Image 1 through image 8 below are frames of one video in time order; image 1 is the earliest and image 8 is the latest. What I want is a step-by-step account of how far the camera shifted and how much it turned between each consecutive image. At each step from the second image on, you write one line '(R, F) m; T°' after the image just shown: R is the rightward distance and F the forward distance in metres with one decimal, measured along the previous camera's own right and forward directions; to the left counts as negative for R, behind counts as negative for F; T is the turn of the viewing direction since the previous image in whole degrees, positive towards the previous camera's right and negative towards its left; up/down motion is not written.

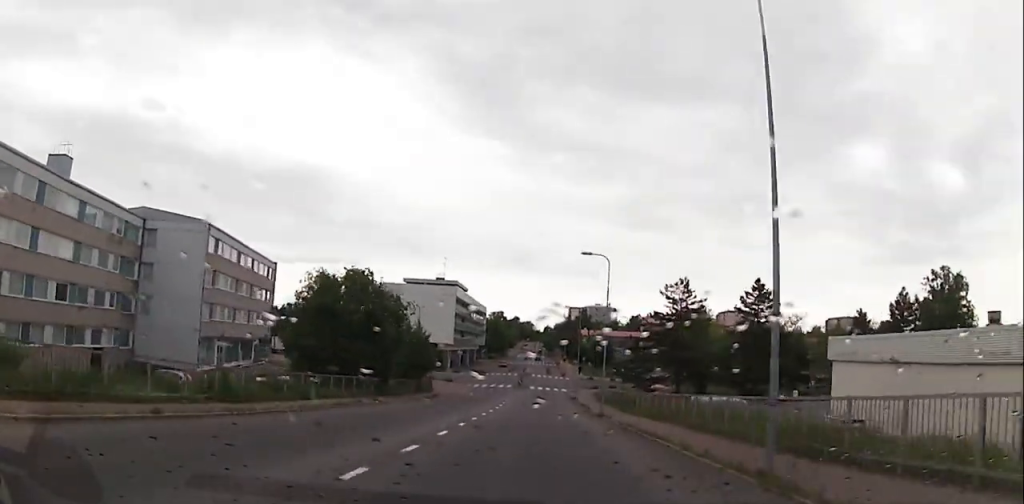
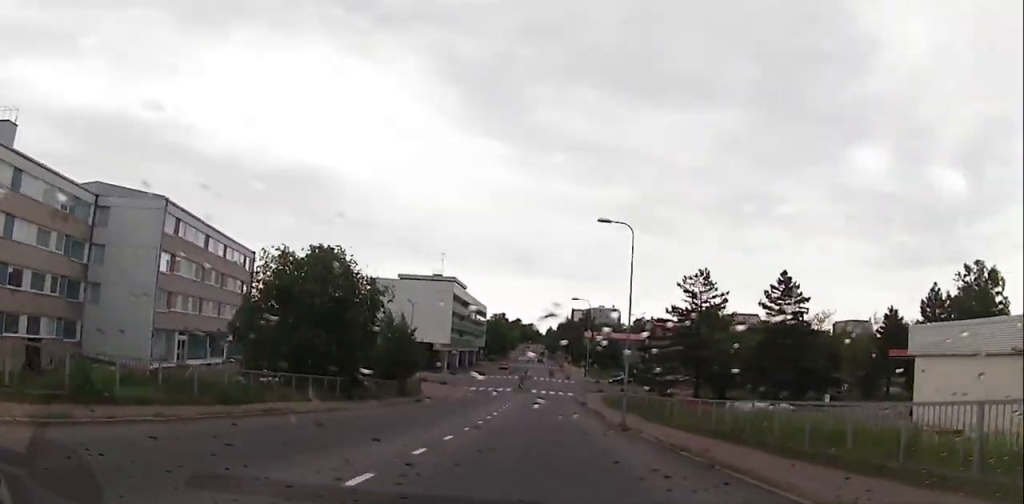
(0.0, +7.8) m; 0°
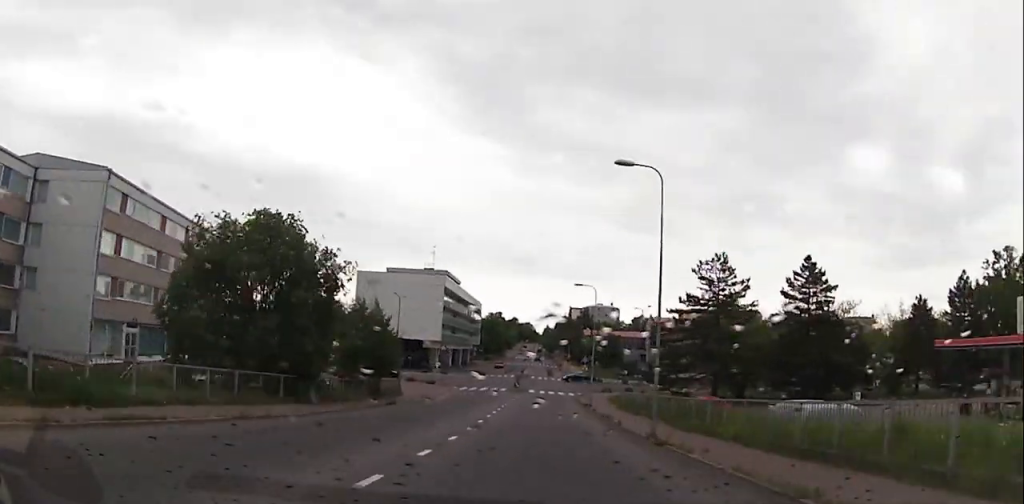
(0.0, +7.3) m; 0°
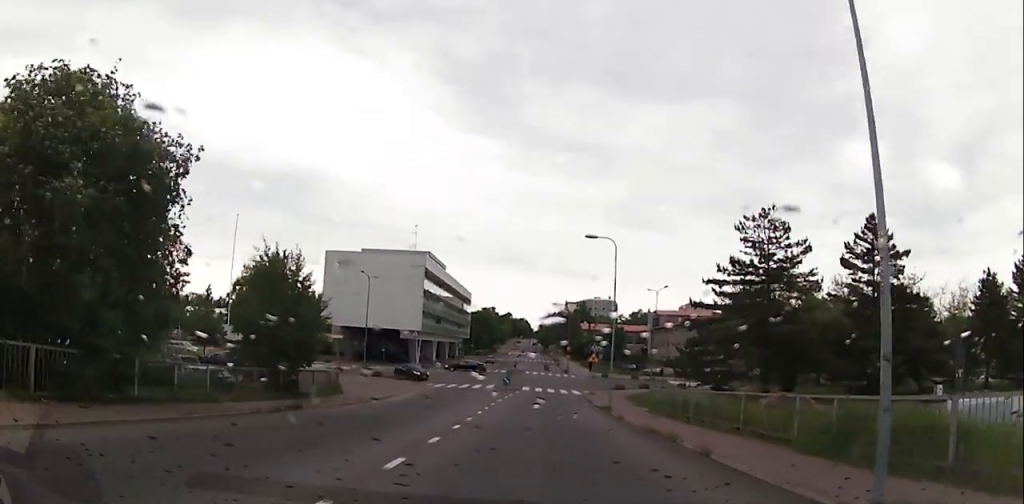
(0.0, +13.9) m; 0°
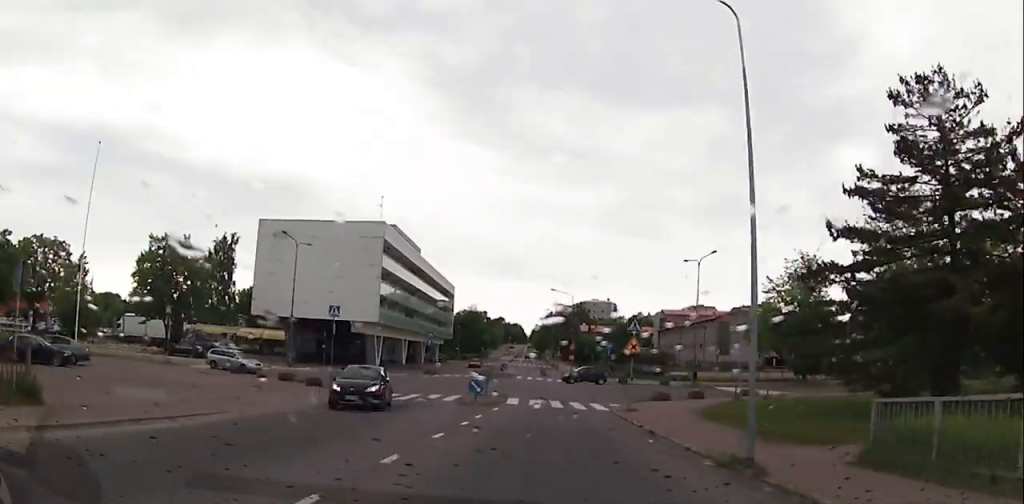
(0.0, +22.0) m; 0°
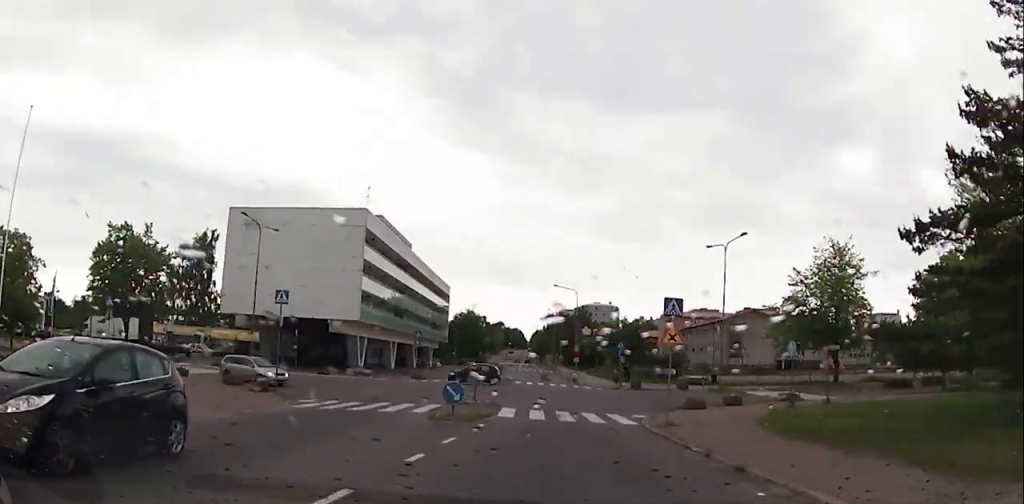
(0.0, +7.6) m; +1°
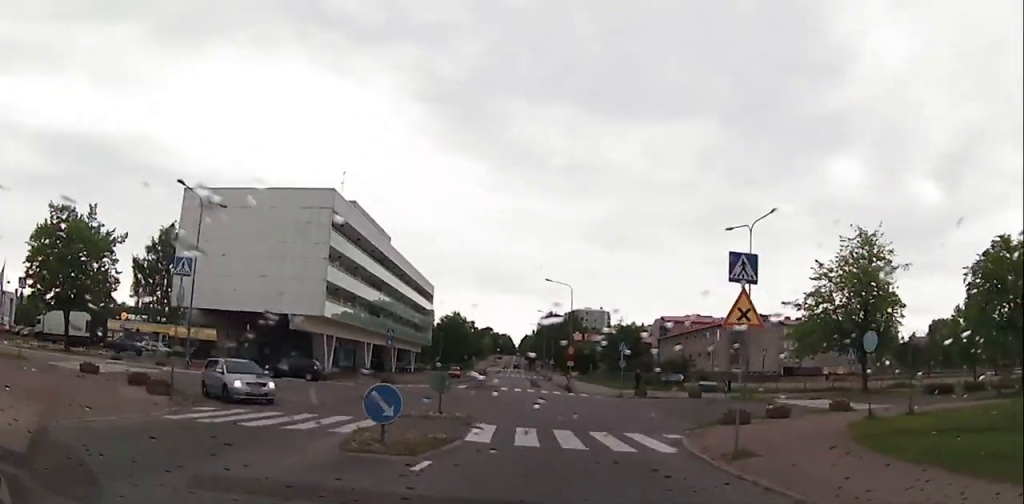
(0.0, +7.7) m; +1°
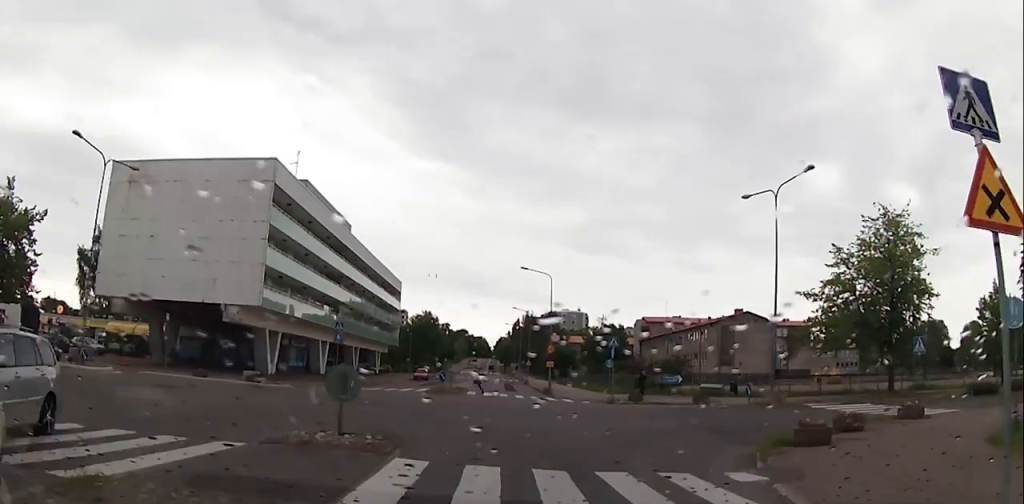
(+0.1, +8.1) m; +1°
